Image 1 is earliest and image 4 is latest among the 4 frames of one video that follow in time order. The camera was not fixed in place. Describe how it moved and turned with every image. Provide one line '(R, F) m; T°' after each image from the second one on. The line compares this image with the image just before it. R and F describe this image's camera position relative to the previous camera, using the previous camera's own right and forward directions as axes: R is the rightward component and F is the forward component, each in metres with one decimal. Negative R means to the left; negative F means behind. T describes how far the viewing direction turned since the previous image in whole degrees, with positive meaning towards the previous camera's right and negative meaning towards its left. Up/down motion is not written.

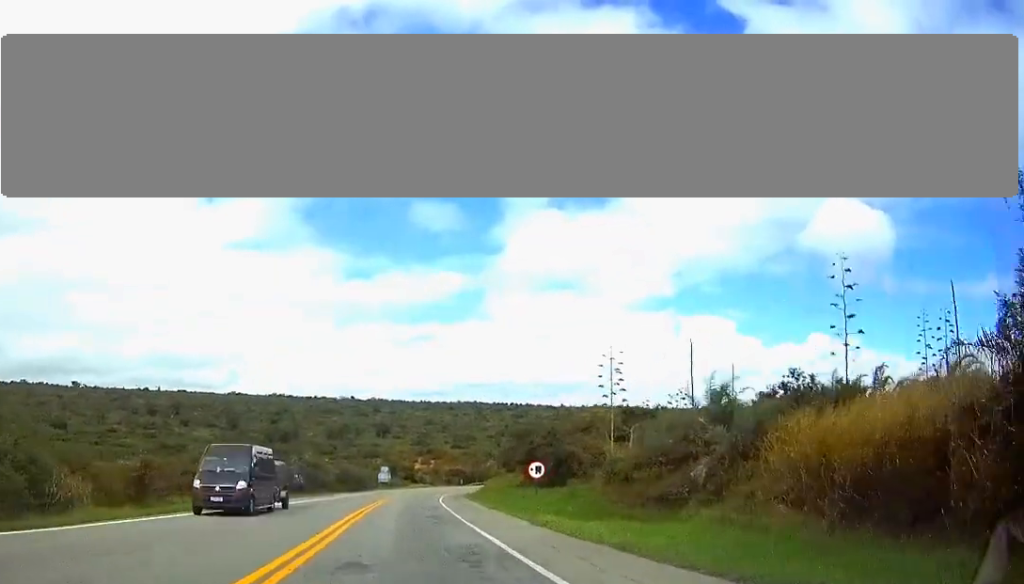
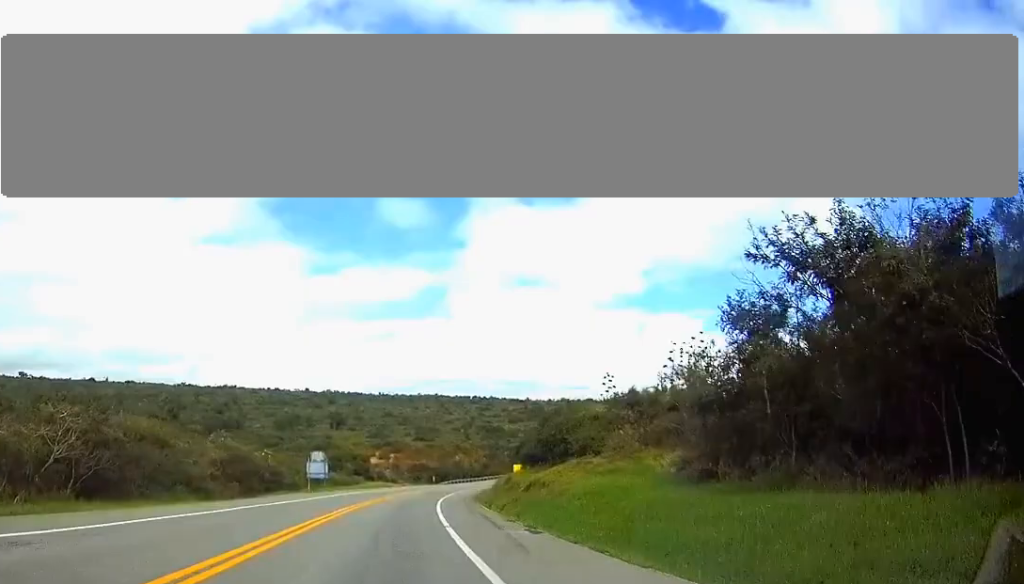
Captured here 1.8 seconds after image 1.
(+1.0, +51.5) m; +2°
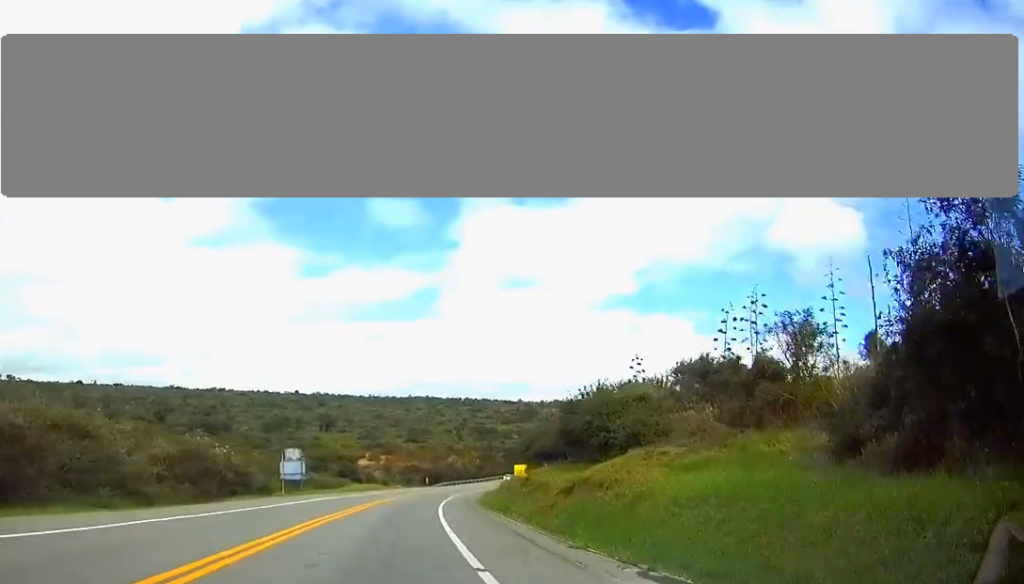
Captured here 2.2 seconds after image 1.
(-0.1, +11.2) m; +1°
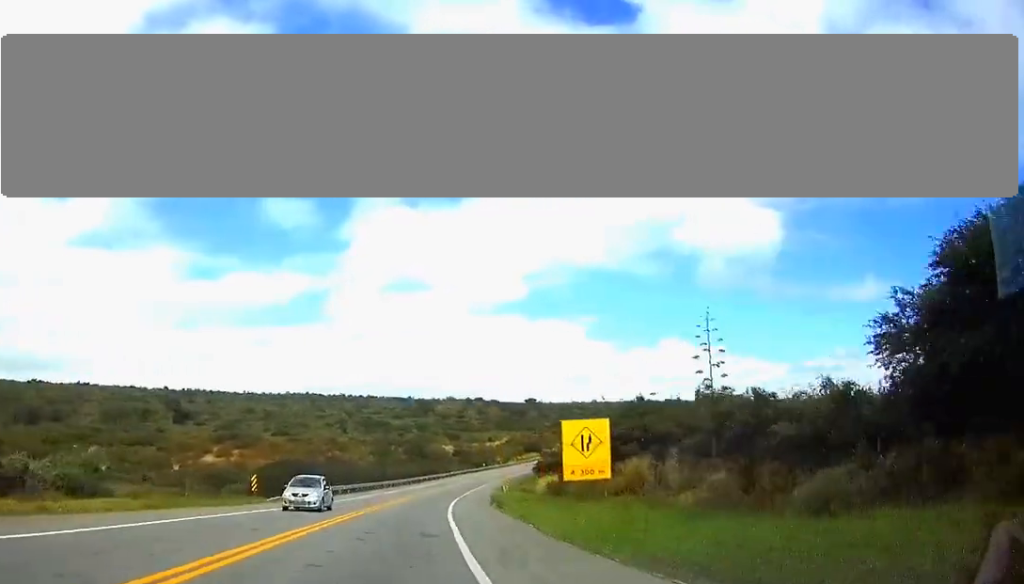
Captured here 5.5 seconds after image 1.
(+5.9, +92.0) m; +8°
